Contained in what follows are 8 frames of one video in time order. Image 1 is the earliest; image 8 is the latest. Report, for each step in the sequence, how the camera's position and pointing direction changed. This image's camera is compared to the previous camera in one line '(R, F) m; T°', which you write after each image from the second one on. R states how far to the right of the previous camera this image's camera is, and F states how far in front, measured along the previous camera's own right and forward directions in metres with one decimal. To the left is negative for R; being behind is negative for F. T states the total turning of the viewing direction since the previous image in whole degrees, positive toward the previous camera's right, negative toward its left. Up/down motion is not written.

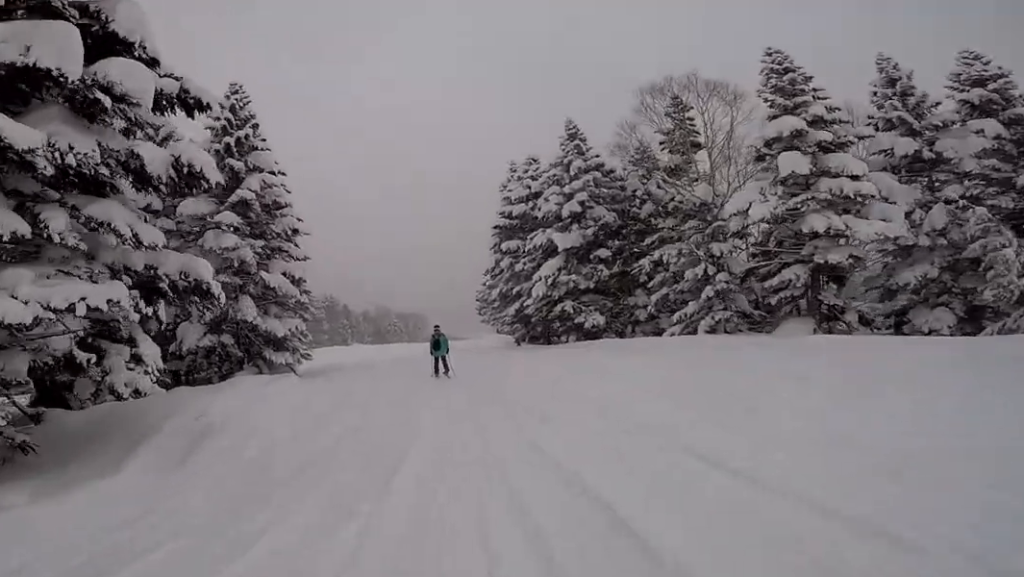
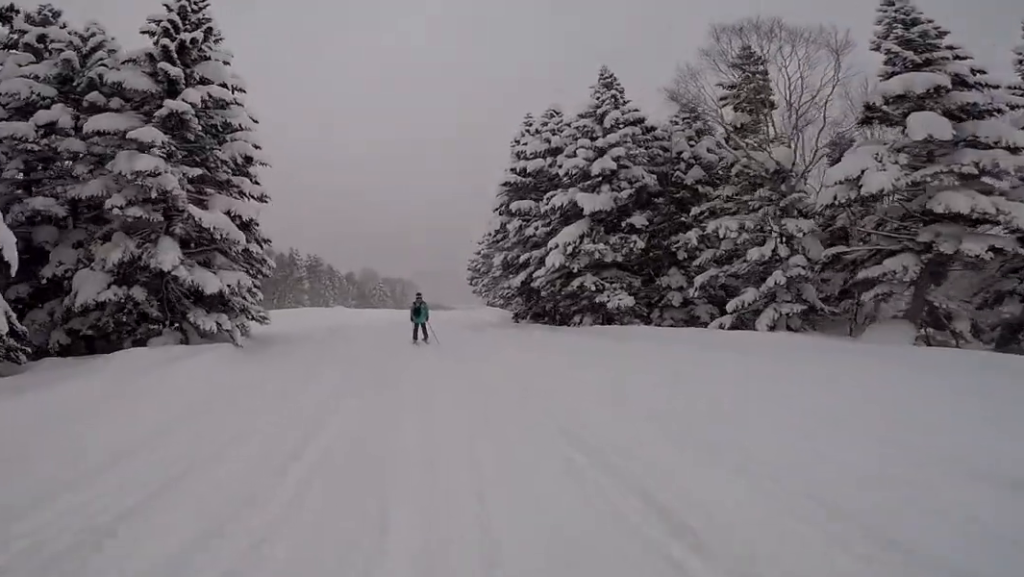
(-0.2, +4.1) m; -3°
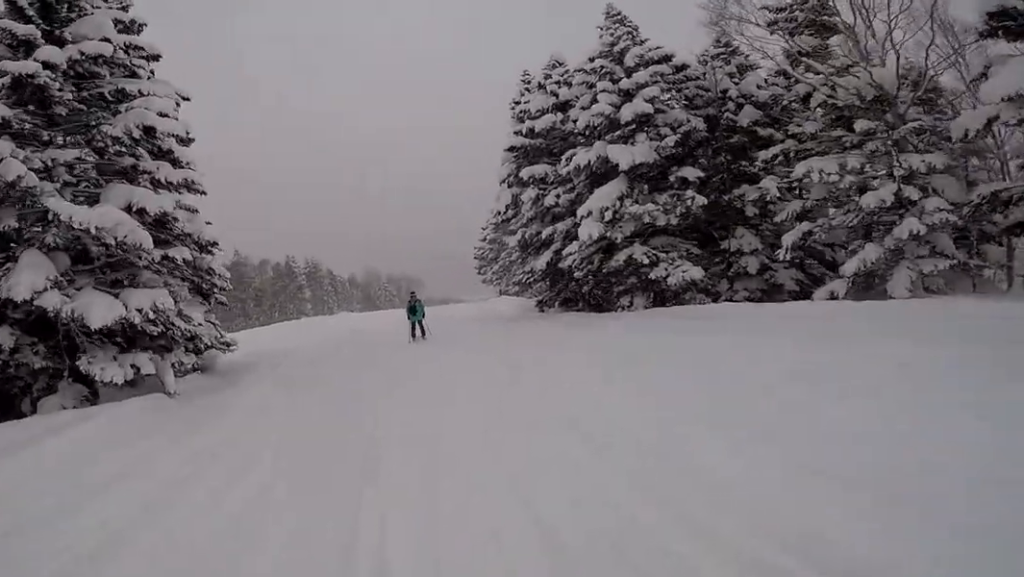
(0.0, +4.1) m; 0°
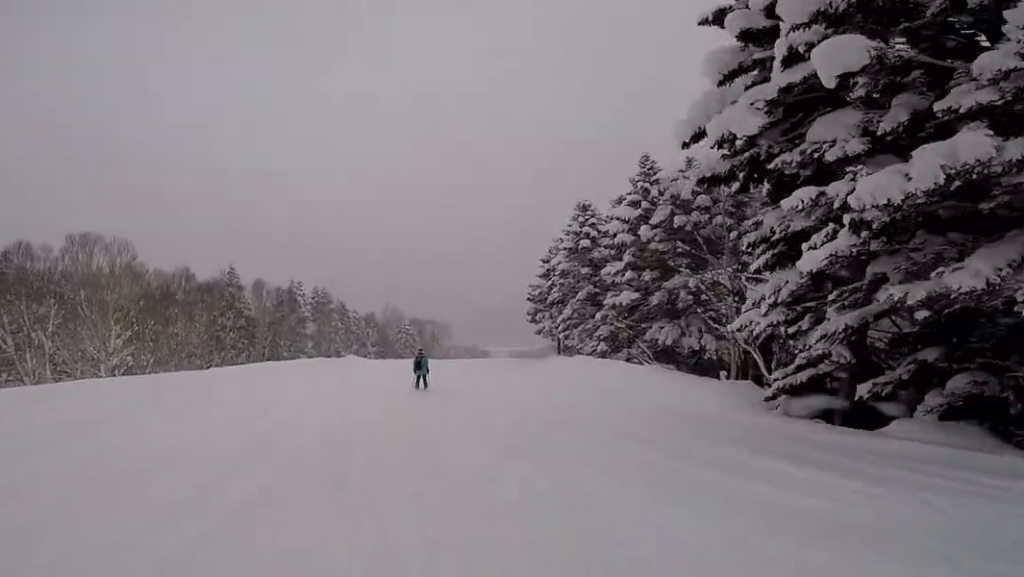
(0.0, +15.7) m; 0°
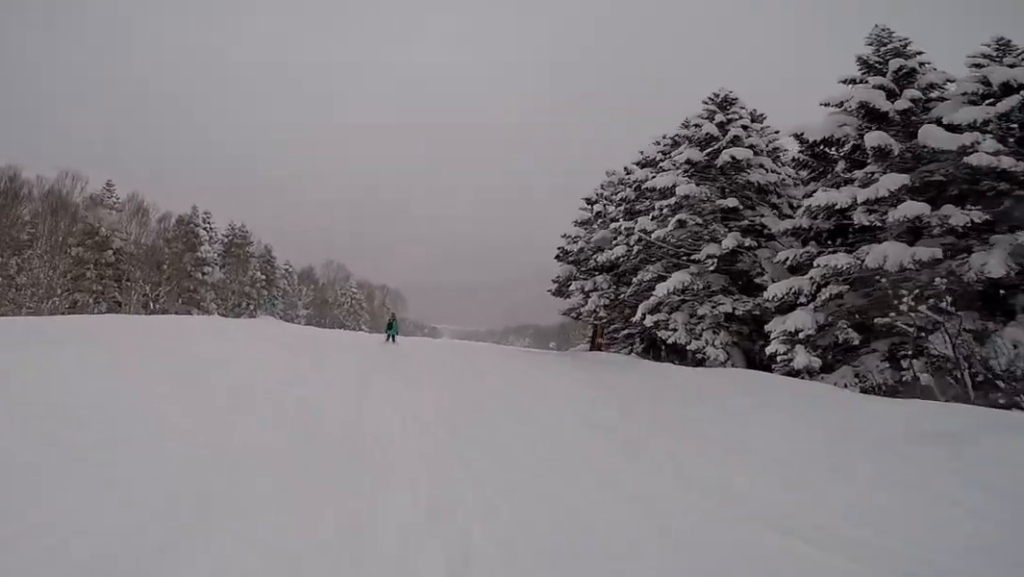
(0.0, +18.1) m; +4°
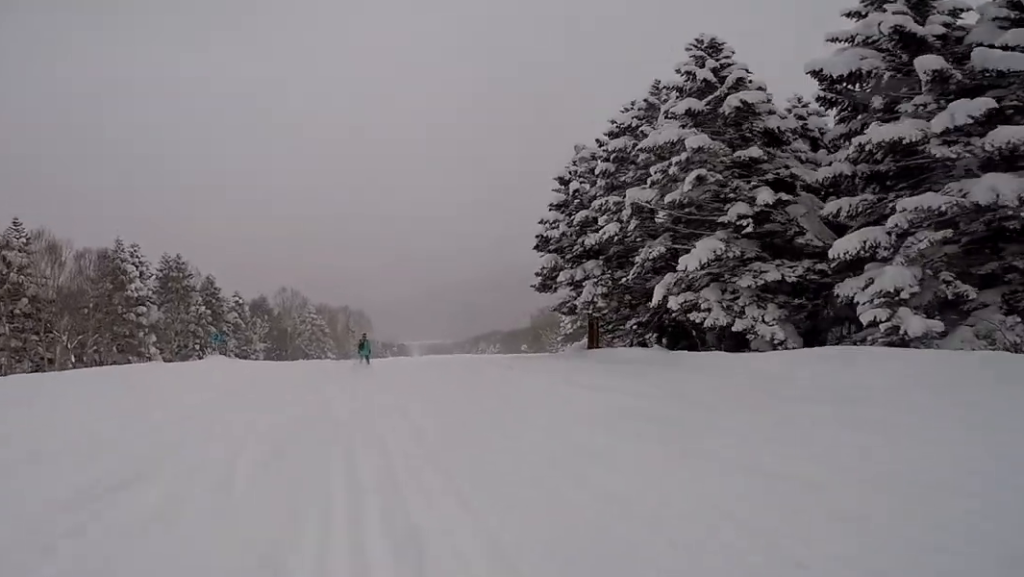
(+0.3, +3.9) m; 0°
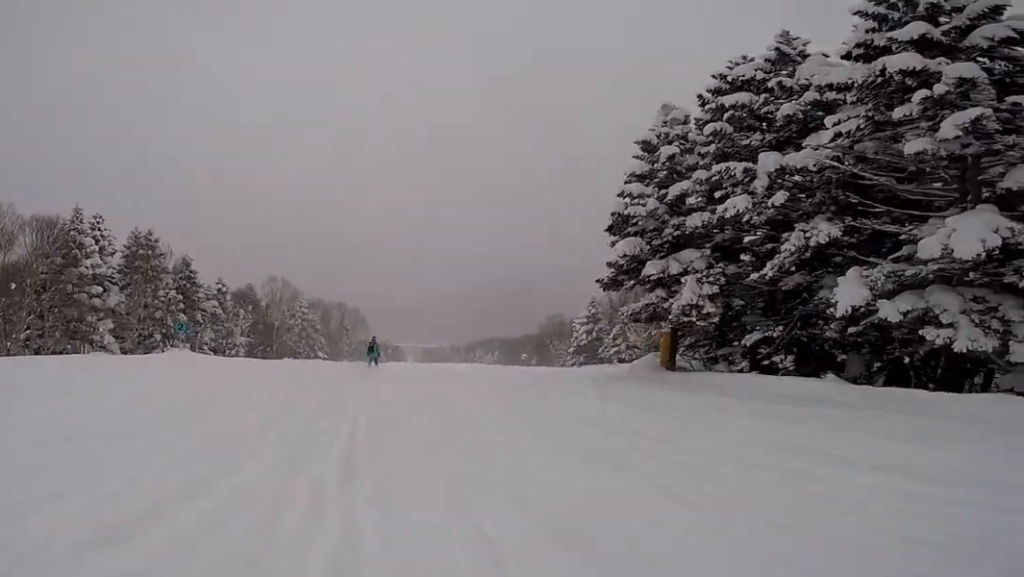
(0.0, +6.2) m; -1°
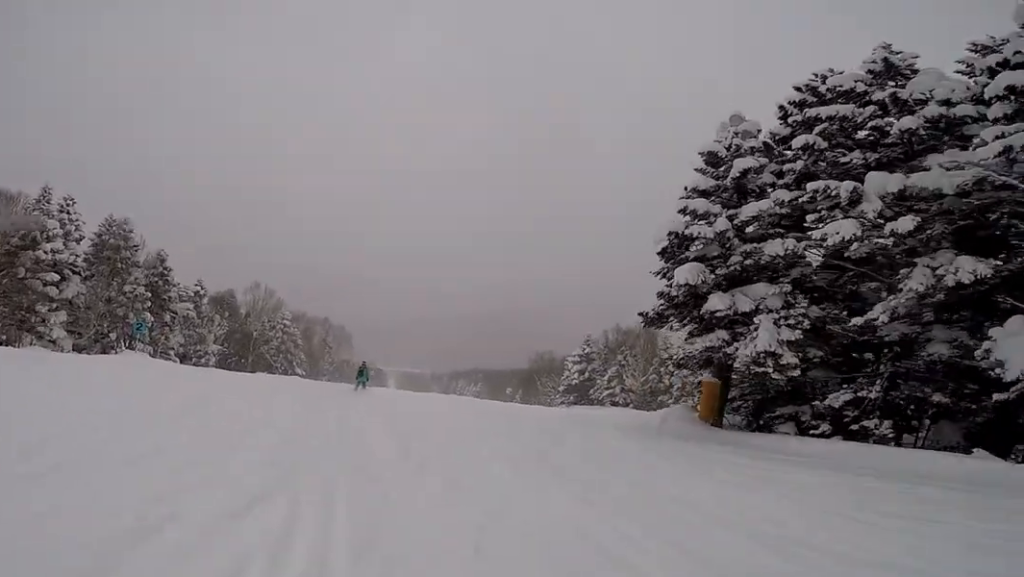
(-0.1, +3.5) m; -2°
